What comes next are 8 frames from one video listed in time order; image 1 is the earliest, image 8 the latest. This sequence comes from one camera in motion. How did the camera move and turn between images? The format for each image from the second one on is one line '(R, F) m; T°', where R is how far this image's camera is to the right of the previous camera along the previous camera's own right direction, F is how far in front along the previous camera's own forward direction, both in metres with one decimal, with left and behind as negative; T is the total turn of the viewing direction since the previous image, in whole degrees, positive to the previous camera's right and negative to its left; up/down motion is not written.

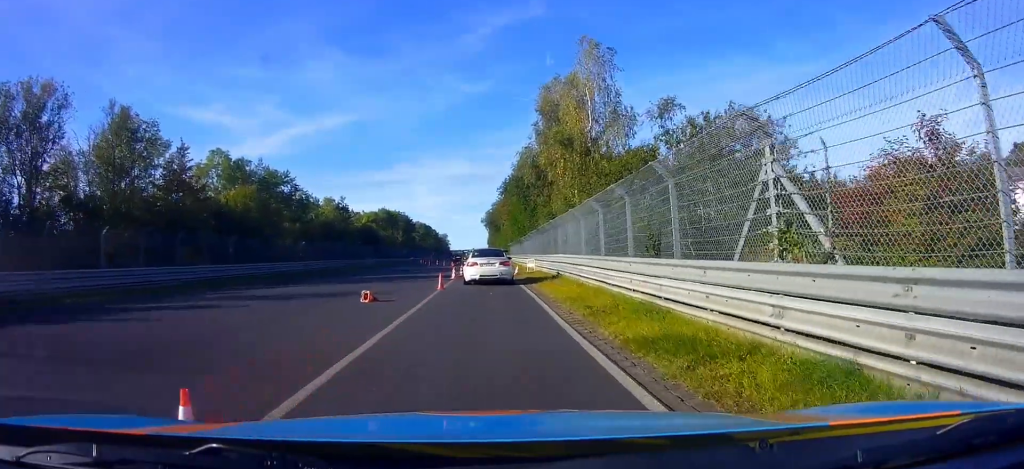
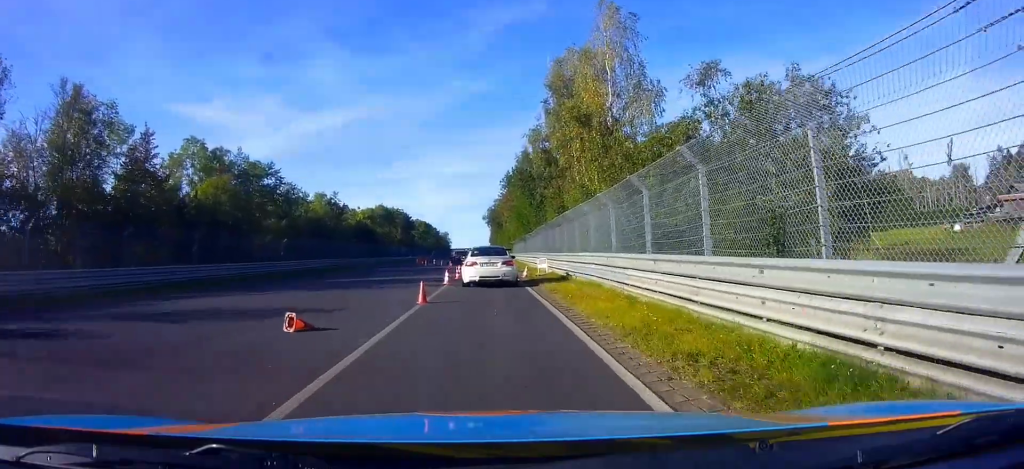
(-0.1, +5.5) m; 0°
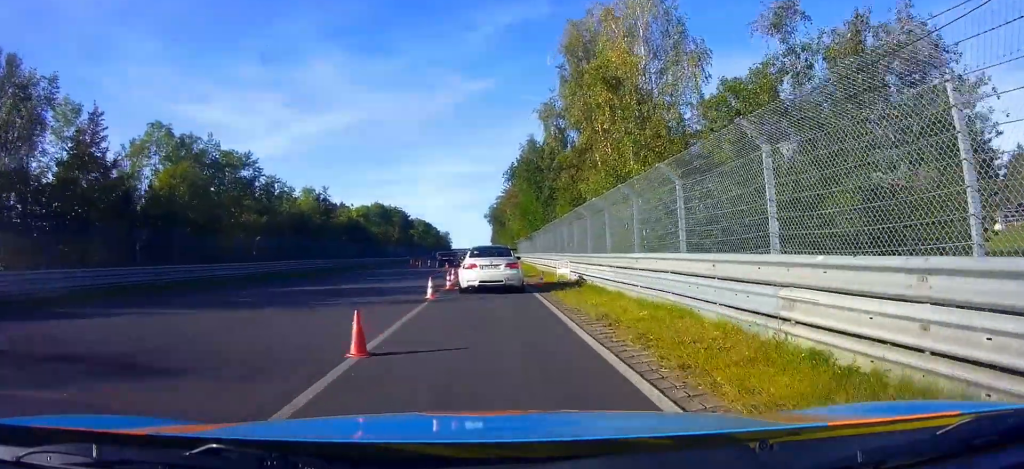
(+0.3, +6.7) m; +1°
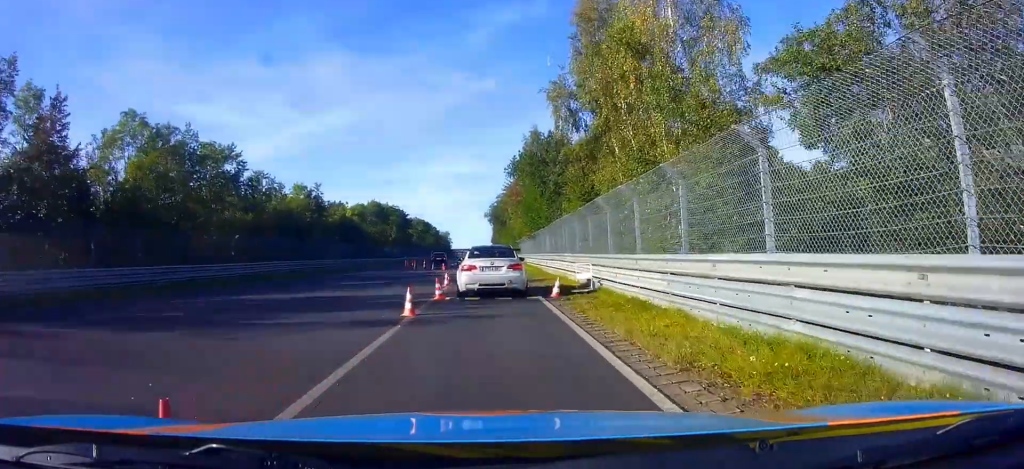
(-0.1, +4.0) m; -2°
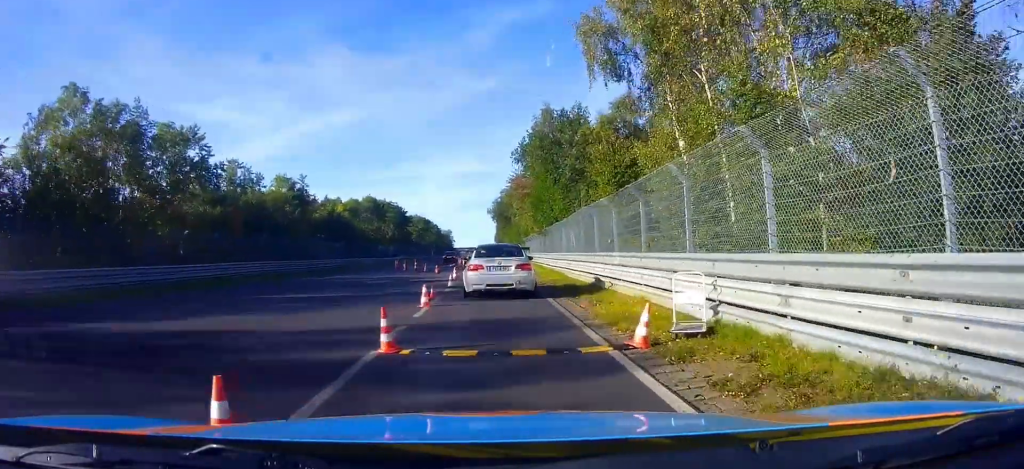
(-0.4, +8.2) m; -2°
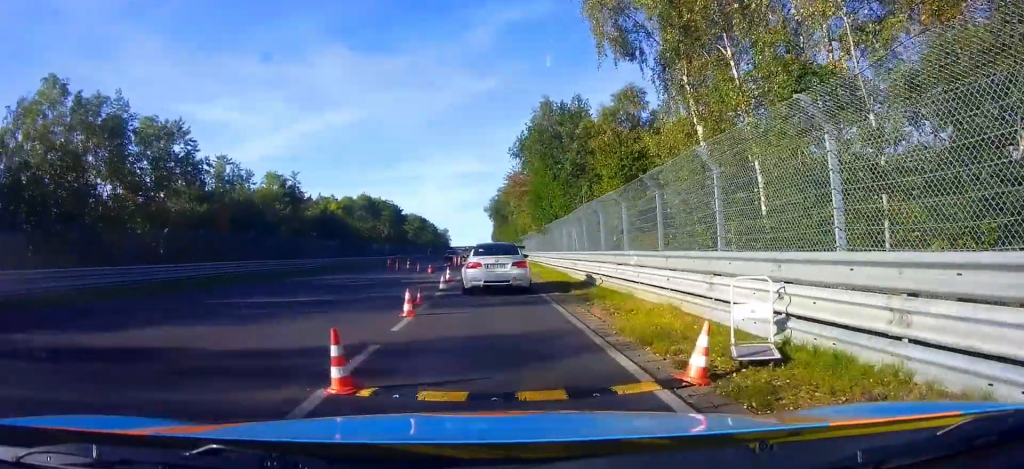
(-0.1, +2.4) m; 0°
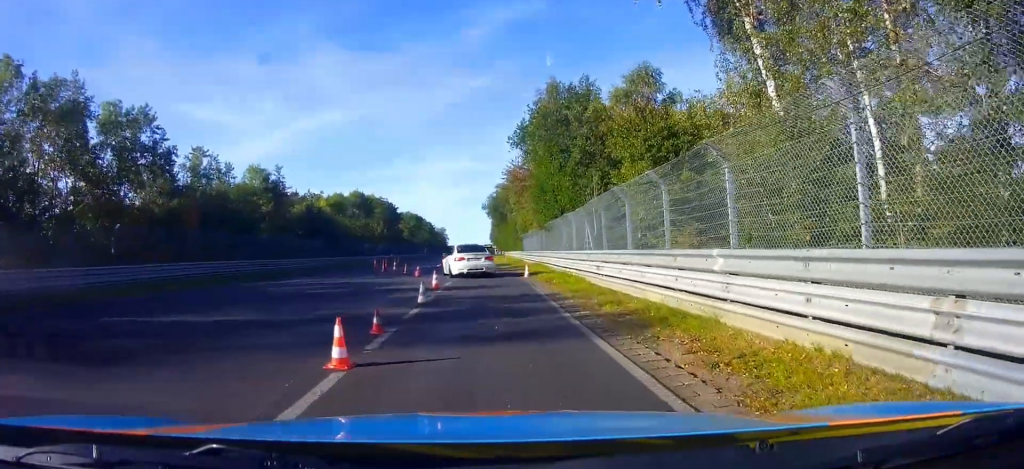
(+0.2, +6.2) m; -2°
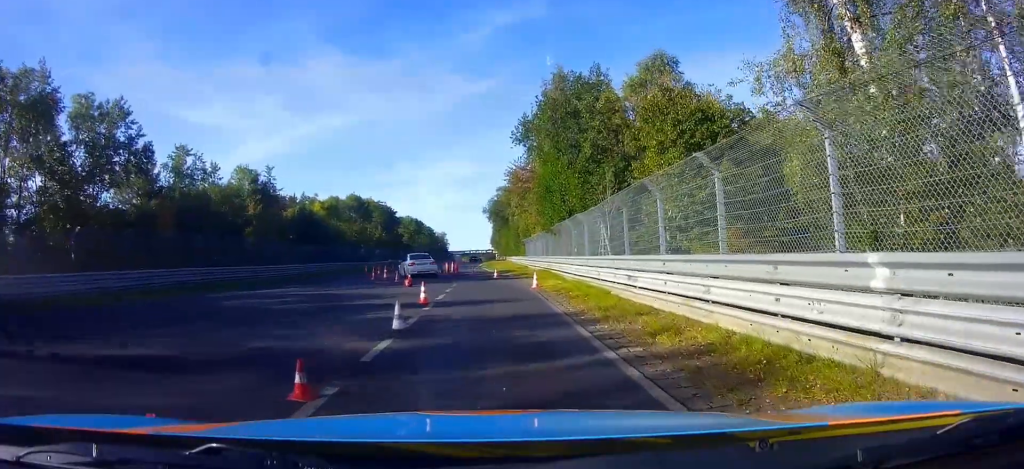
(-0.1, +3.8) m; 0°
